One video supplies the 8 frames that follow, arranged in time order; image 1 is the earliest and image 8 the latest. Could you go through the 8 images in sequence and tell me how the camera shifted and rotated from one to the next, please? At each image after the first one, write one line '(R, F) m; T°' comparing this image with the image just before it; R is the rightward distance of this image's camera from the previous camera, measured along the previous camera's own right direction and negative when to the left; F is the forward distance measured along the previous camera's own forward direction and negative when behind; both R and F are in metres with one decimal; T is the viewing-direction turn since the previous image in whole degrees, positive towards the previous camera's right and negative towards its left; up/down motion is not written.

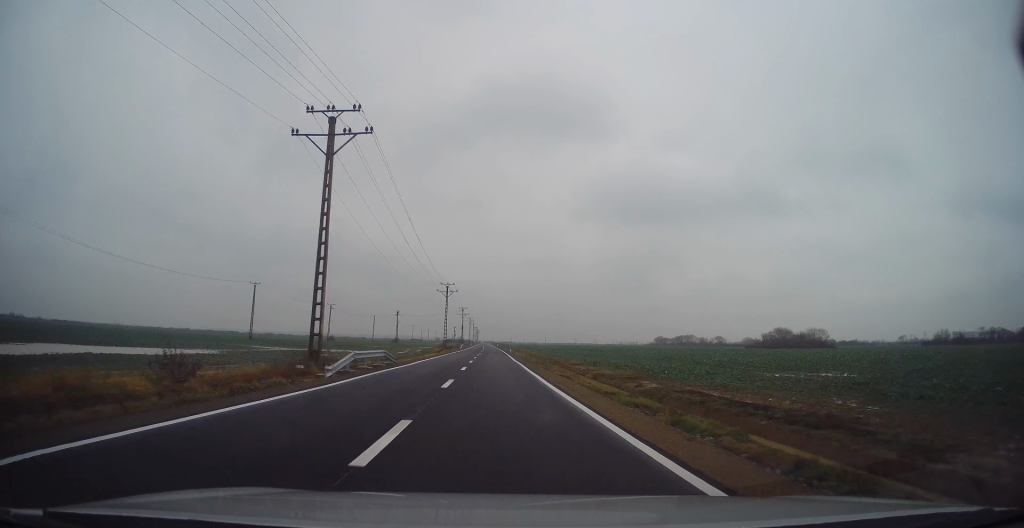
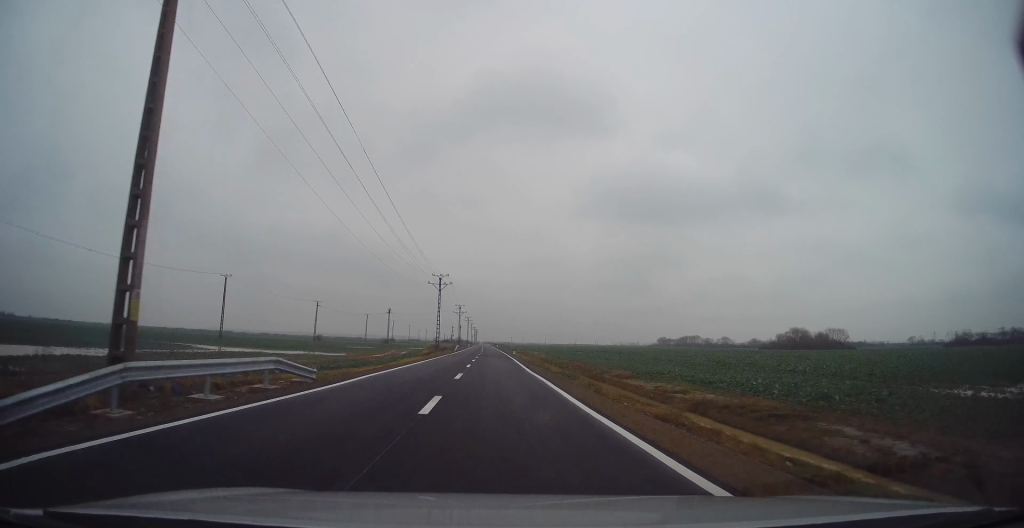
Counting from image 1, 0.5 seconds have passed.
(0.0, +13.9) m; 0°
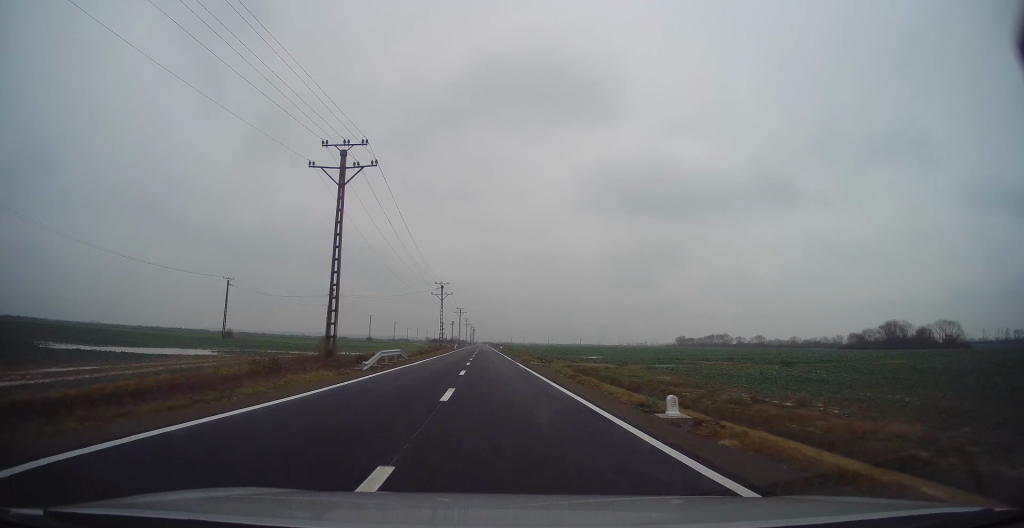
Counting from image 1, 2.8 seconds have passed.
(0.0, +61.4) m; 0°
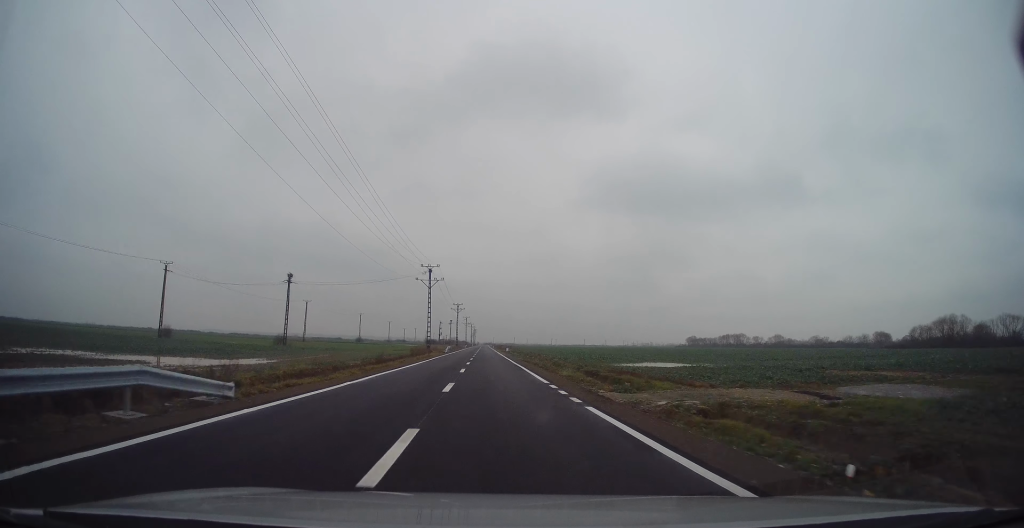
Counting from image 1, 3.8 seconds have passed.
(0.0, +24.7) m; 0°
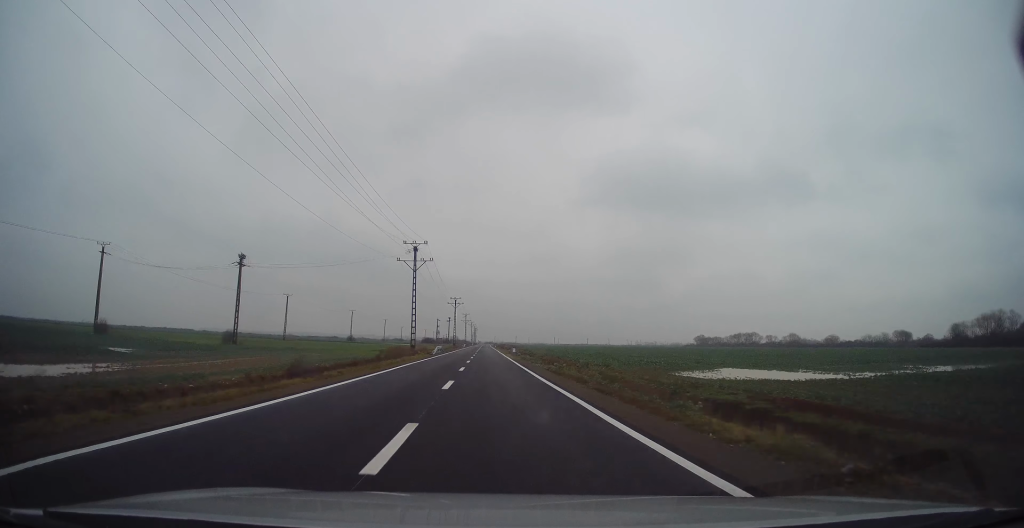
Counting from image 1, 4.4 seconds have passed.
(0.0, +16.9) m; 0°
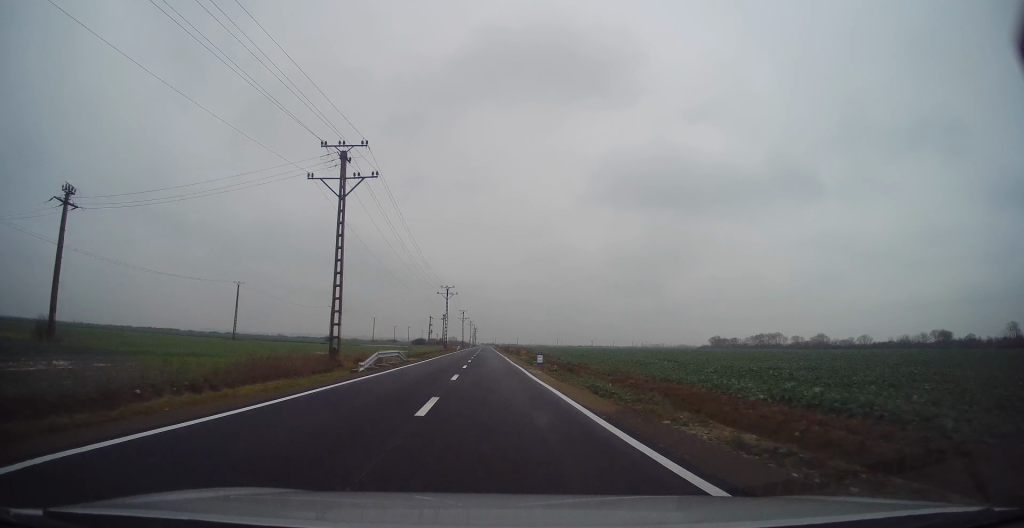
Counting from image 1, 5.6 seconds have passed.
(0.0, +32.1) m; 0°
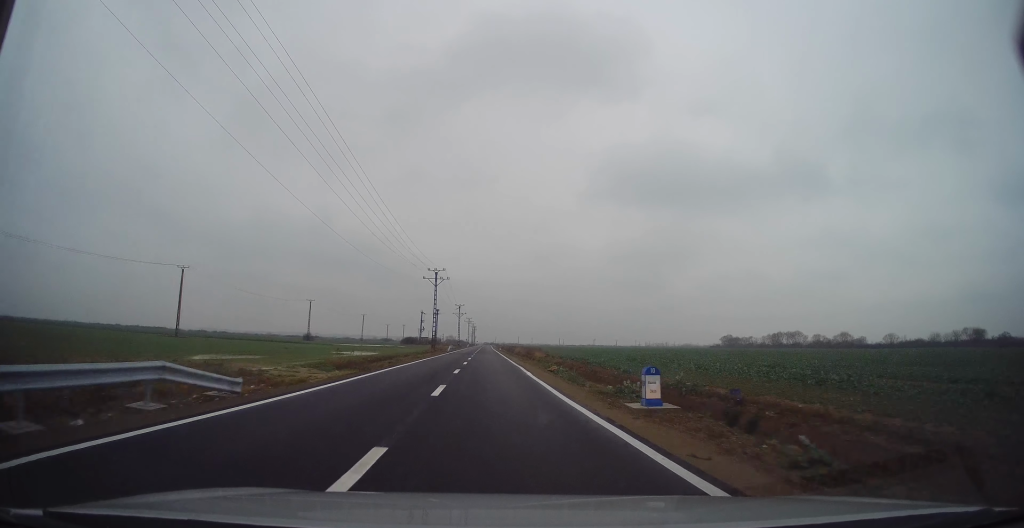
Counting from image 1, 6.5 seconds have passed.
(0.0, +24.2) m; 0°
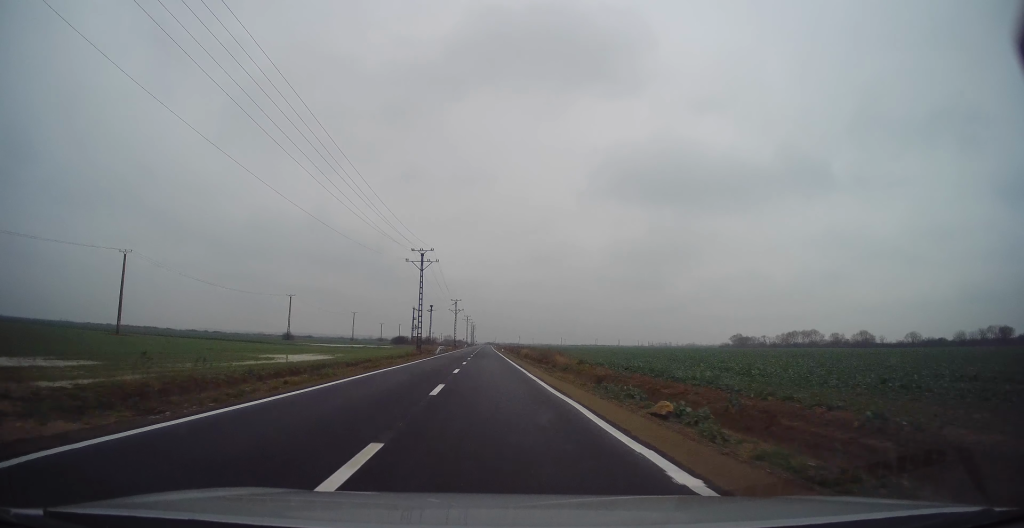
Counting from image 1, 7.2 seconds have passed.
(0.0, +18.0) m; 0°
